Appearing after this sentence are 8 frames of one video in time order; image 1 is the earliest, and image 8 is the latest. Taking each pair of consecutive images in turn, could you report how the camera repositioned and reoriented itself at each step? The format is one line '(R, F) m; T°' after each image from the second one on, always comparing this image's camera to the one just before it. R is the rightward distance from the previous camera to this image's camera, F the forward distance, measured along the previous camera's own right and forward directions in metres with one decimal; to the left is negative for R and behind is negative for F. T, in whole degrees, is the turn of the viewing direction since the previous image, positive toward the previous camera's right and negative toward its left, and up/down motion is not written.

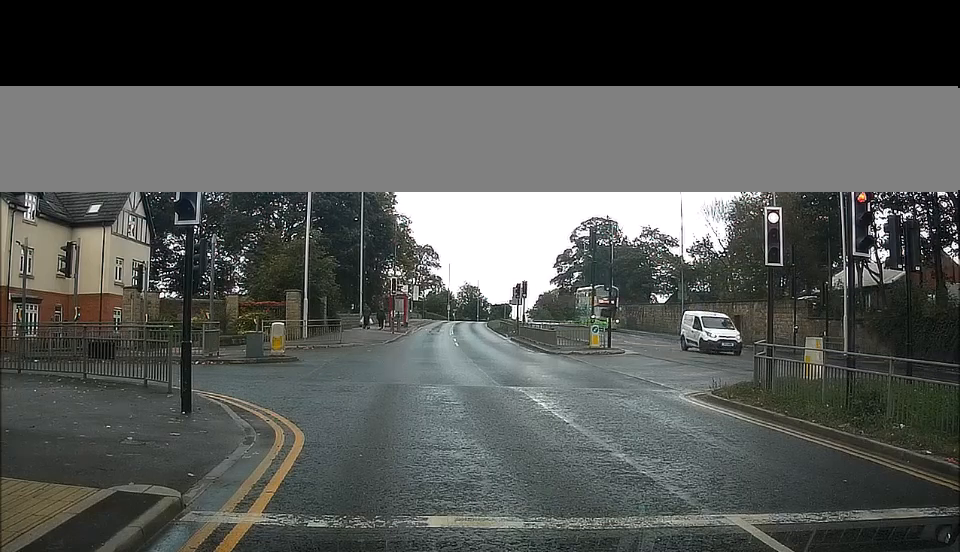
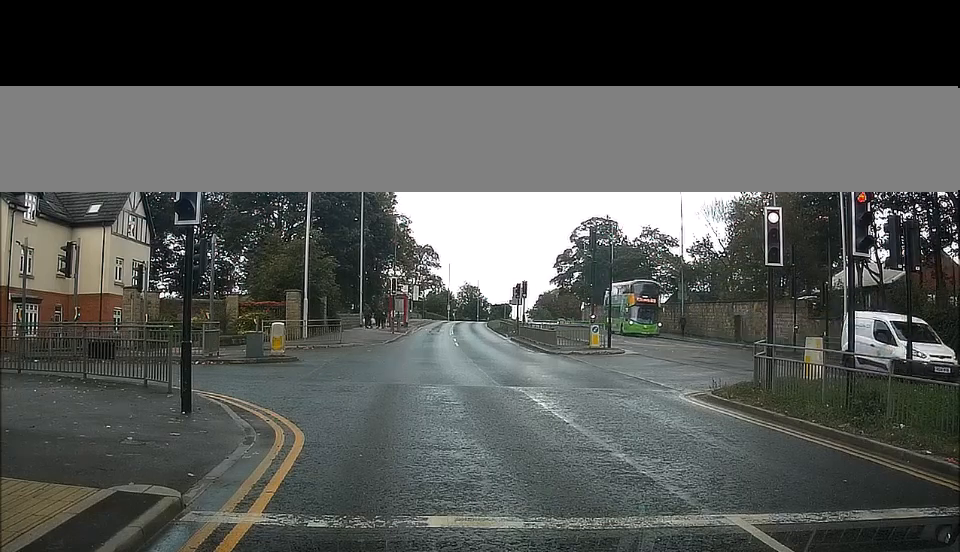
(0.0, 0.0) m; 0°
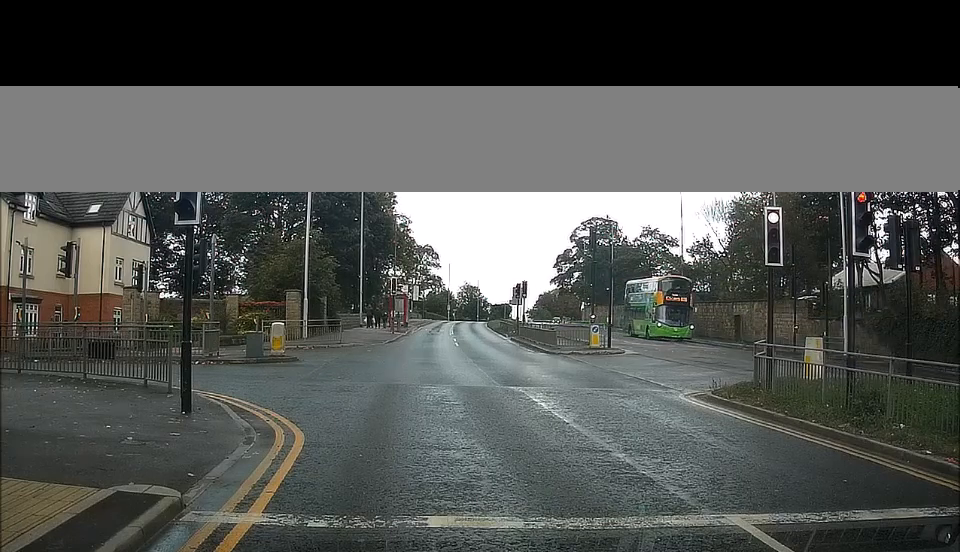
(0.0, 0.0) m; 0°
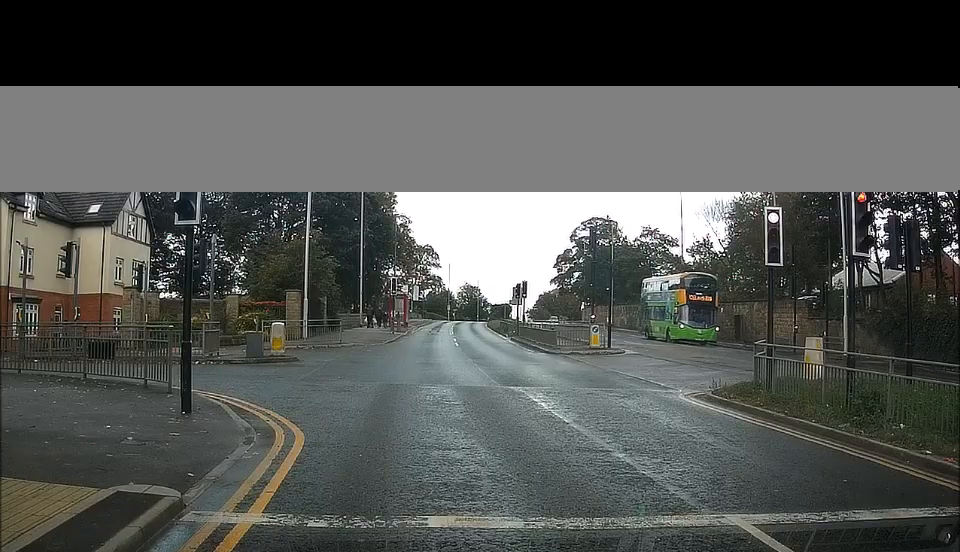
(0.0, 0.0) m; 0°
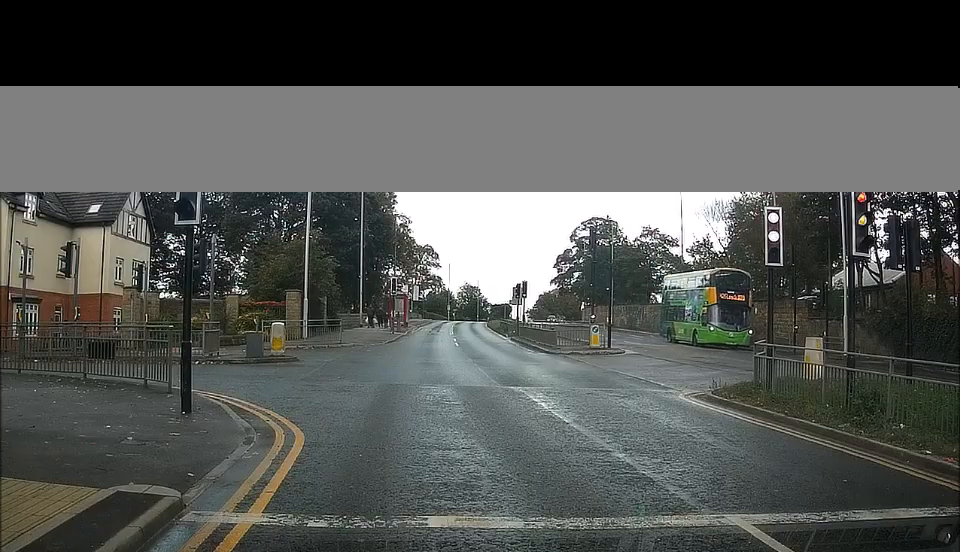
(0.0, 0.0) m; 0°
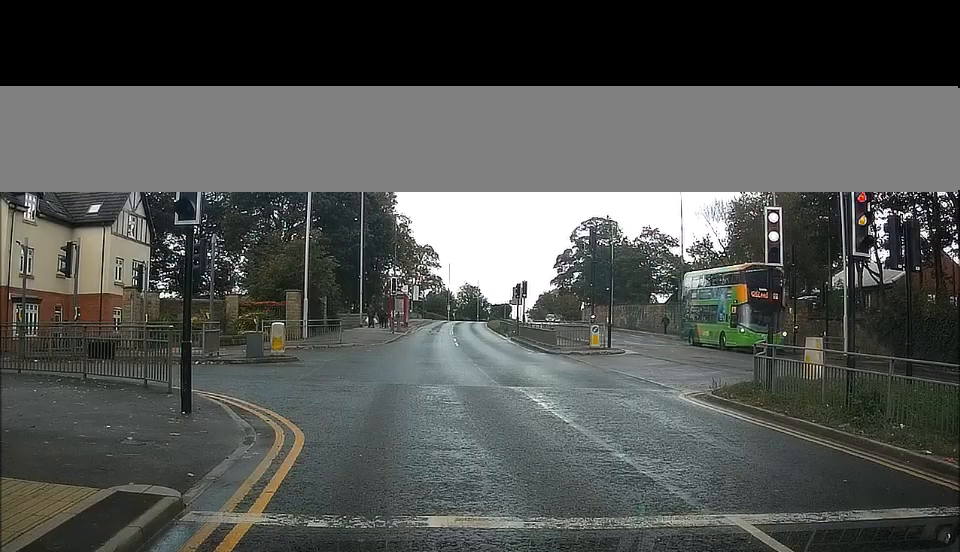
(0.0, 0.0) m; 0°
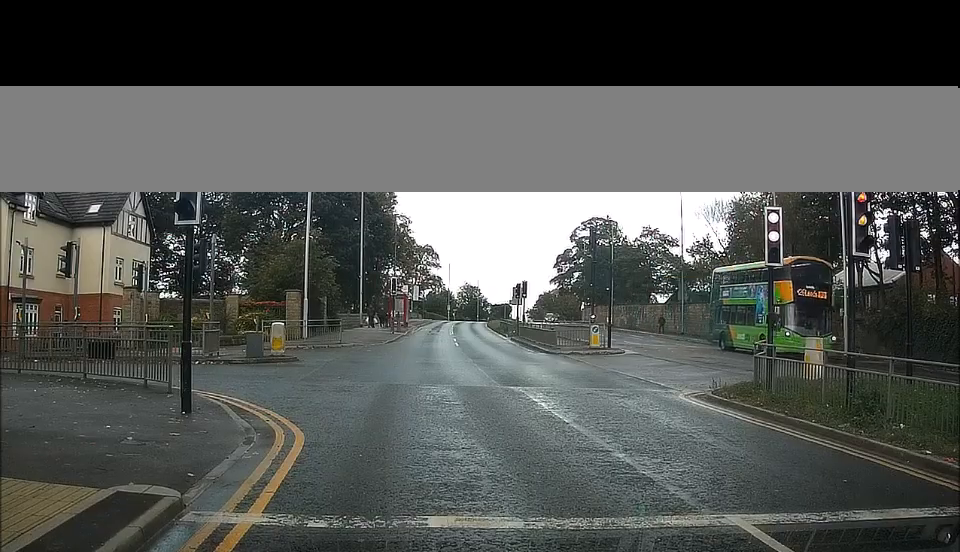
(0.0, 0.0) m; 0°
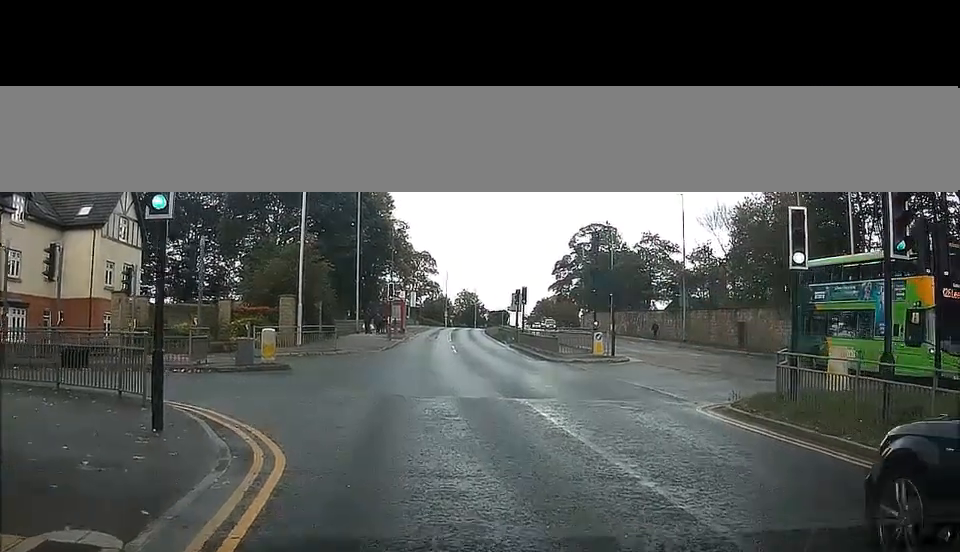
(+0.1, +0.3) m; +3°
